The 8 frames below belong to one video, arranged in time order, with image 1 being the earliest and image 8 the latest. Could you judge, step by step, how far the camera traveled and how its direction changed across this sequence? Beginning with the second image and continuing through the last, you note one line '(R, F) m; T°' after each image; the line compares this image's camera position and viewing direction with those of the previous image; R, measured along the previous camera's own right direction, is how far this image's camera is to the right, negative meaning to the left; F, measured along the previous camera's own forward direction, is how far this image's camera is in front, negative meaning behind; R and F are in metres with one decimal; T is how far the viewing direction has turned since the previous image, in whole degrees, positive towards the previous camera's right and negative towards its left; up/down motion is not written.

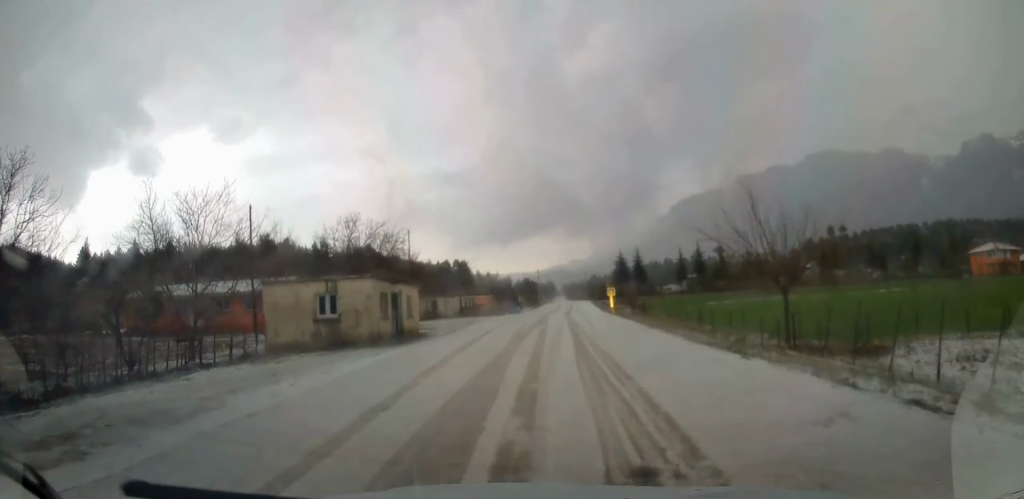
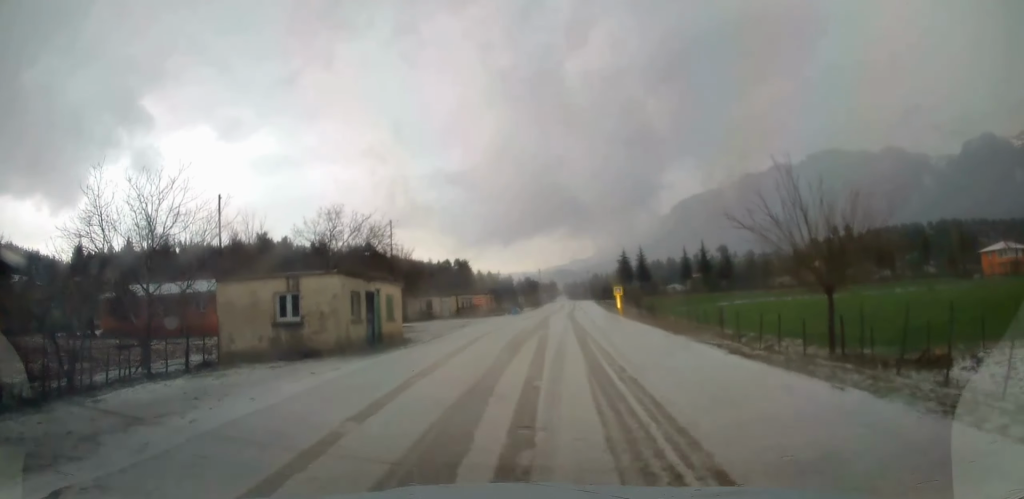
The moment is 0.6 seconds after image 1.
(0.0, +3.8) m; 0°
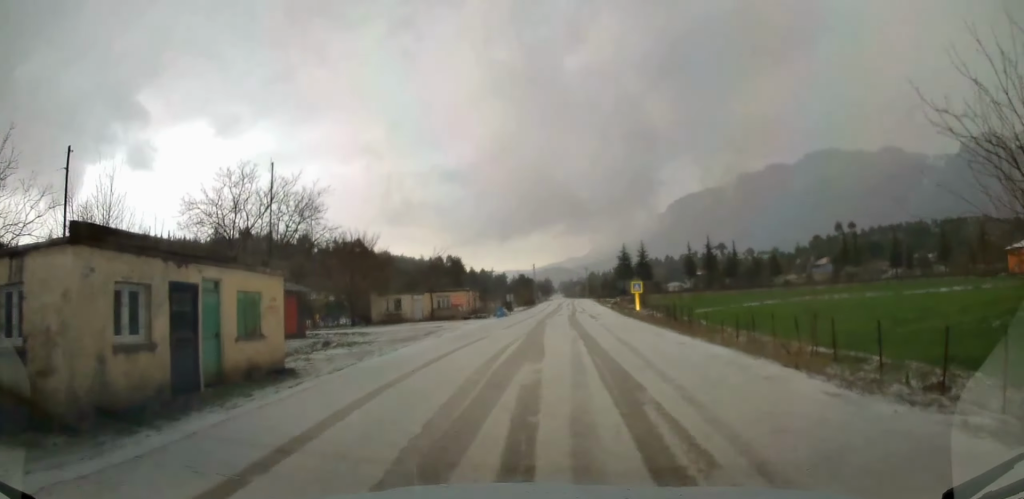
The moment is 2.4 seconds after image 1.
(+0.3, +11.8) m; +2°
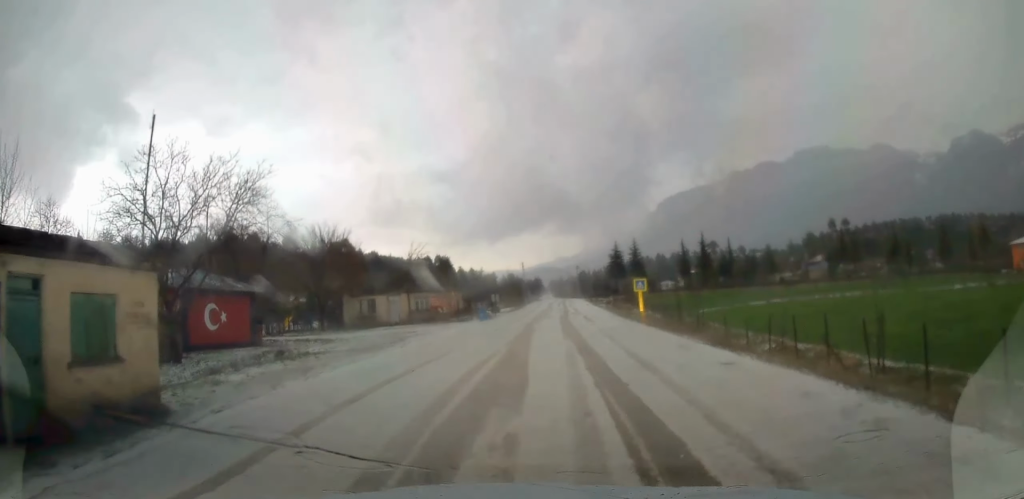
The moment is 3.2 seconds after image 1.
(0.0, +5.0) m; 0°
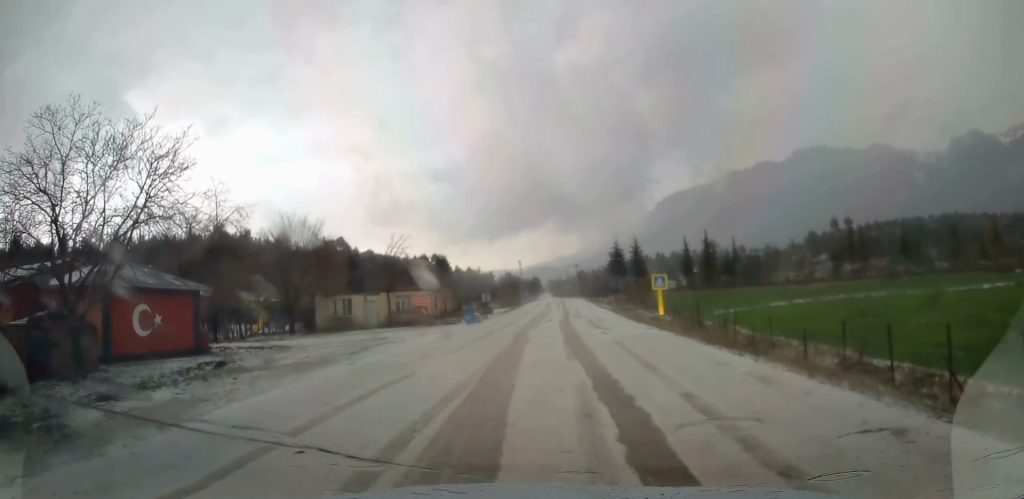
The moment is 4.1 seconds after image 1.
(-0.1, +5.8) m; 0°
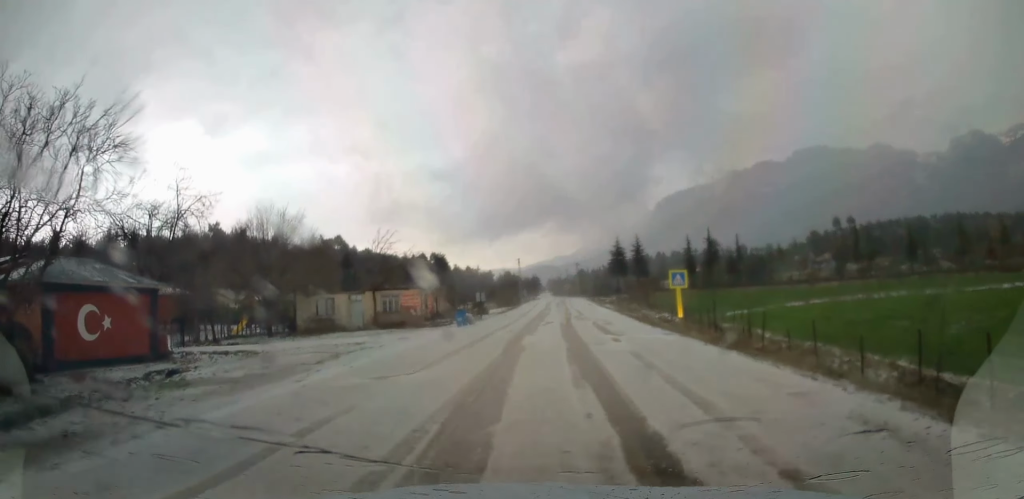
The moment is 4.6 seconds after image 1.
(+0.1, +3.6) m; 0°
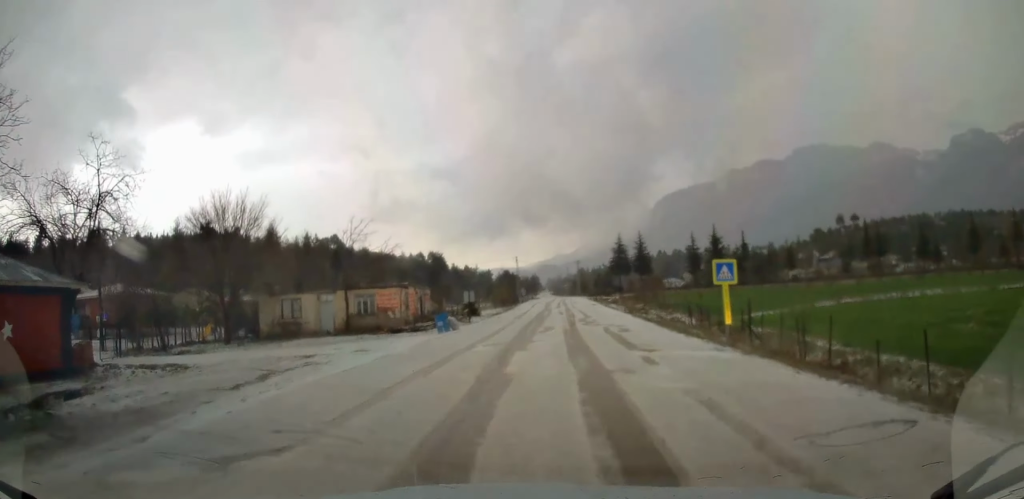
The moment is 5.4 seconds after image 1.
(-0.1, +5.7) m; -1°
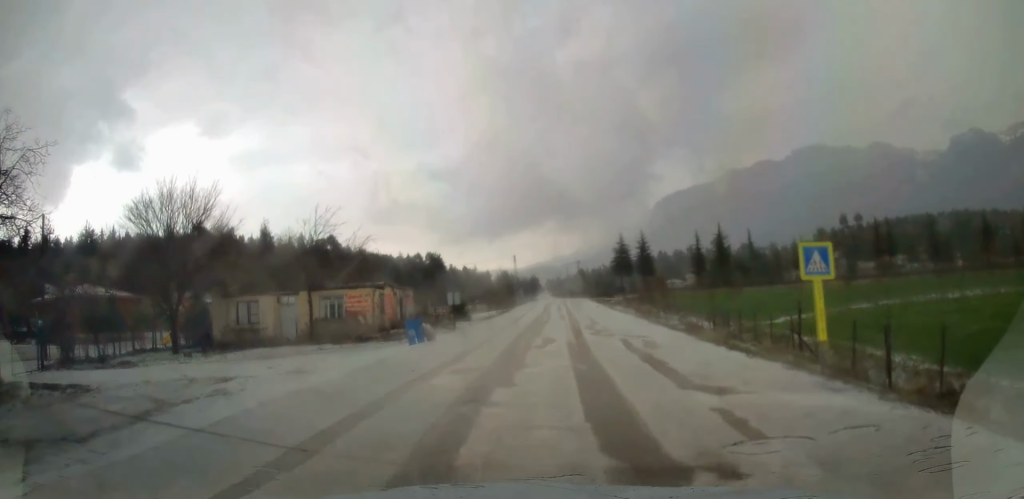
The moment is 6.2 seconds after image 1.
(-0.1, +5.5) m; -1°
